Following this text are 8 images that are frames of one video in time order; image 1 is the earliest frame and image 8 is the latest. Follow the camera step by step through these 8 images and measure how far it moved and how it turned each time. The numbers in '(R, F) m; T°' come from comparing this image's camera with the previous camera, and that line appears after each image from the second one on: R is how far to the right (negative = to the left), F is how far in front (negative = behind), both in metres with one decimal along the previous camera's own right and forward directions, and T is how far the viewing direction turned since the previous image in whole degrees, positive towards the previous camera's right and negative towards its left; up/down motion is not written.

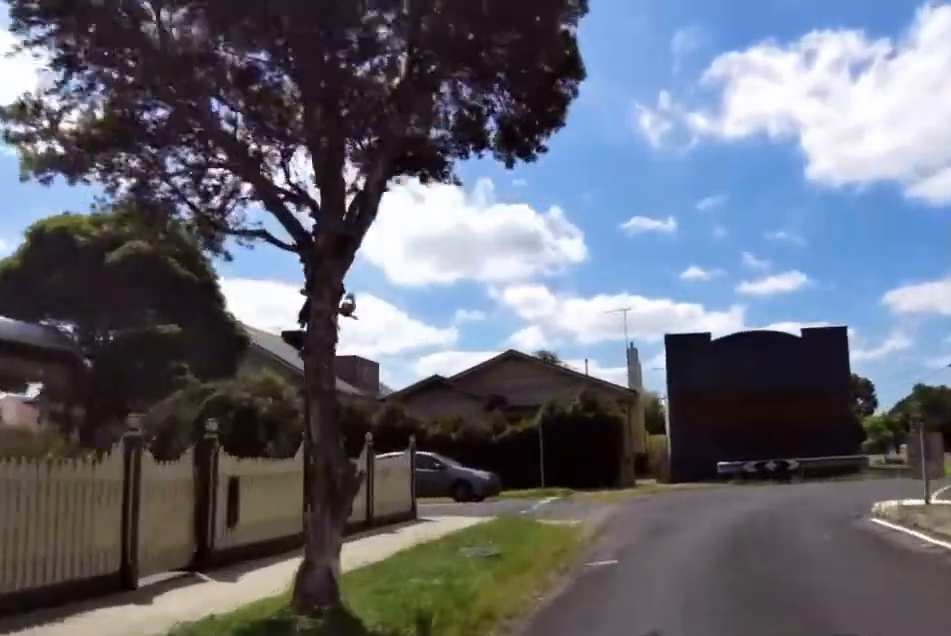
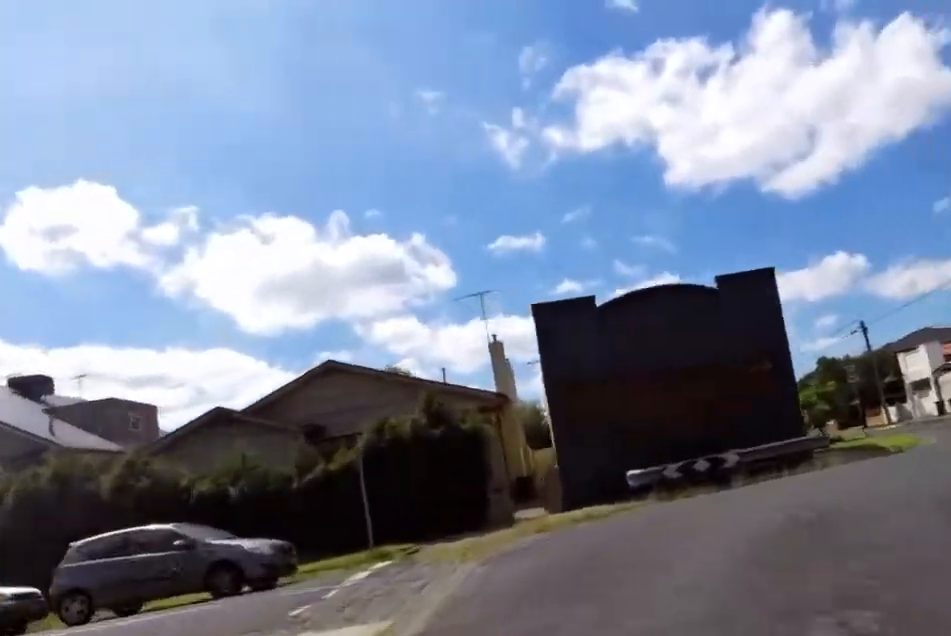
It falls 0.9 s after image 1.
(-0.4, +6.4) m; +10°
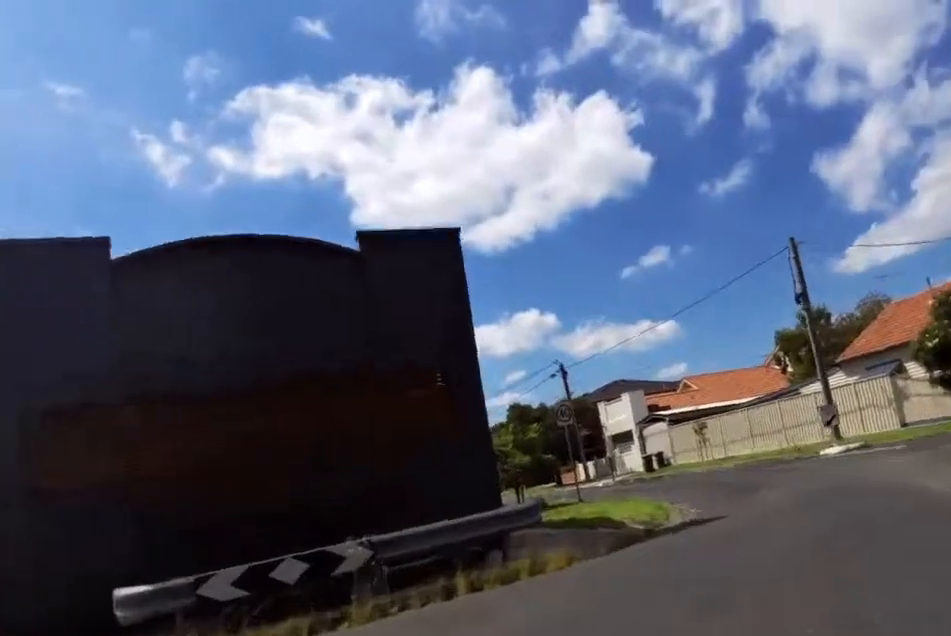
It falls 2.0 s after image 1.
(+1.8, +7.5) m; +15°
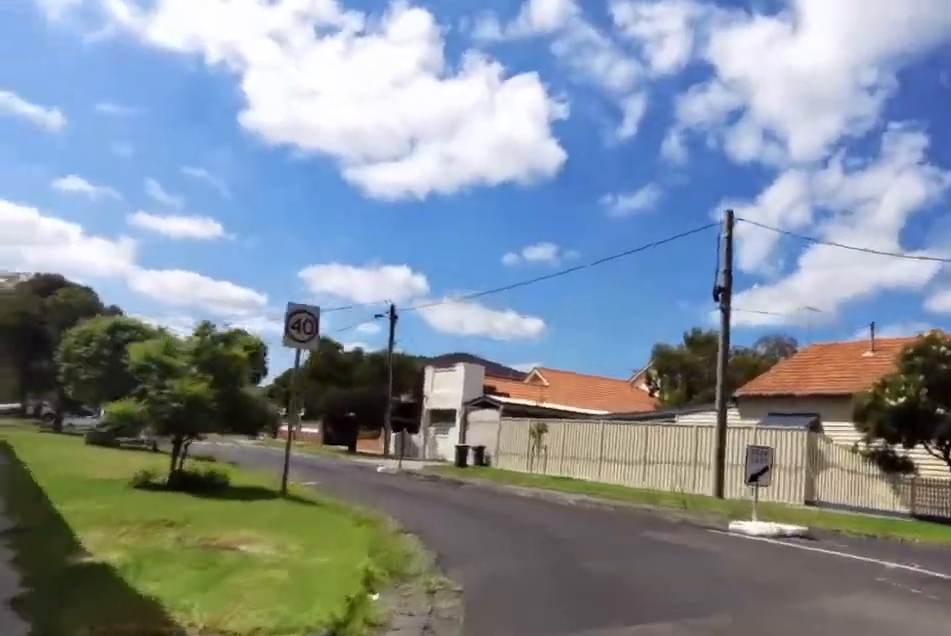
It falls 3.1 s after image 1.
(+0.4, +8.7) m; +3°
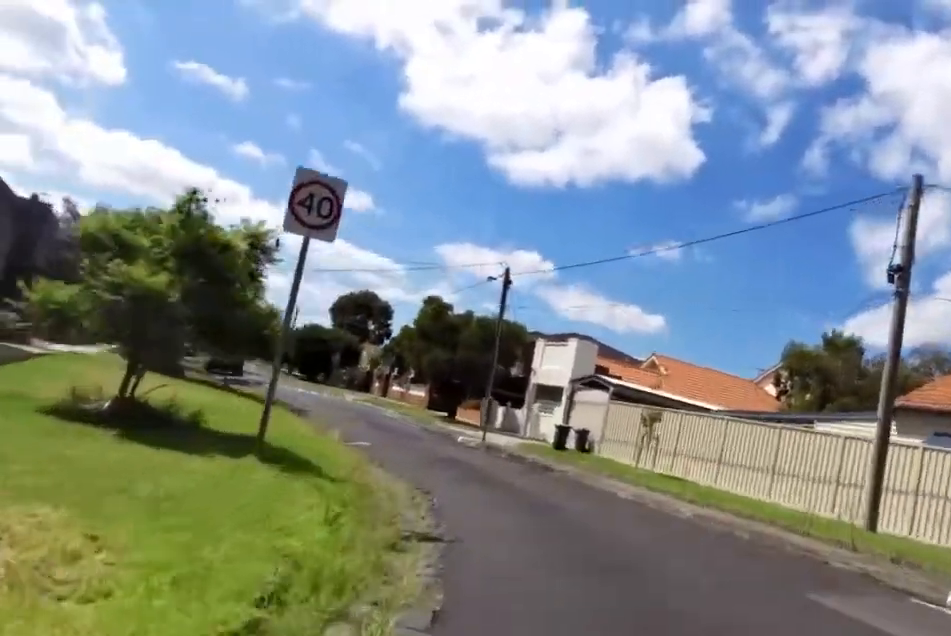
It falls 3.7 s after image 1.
(+0.6, +3.9) m; -3°
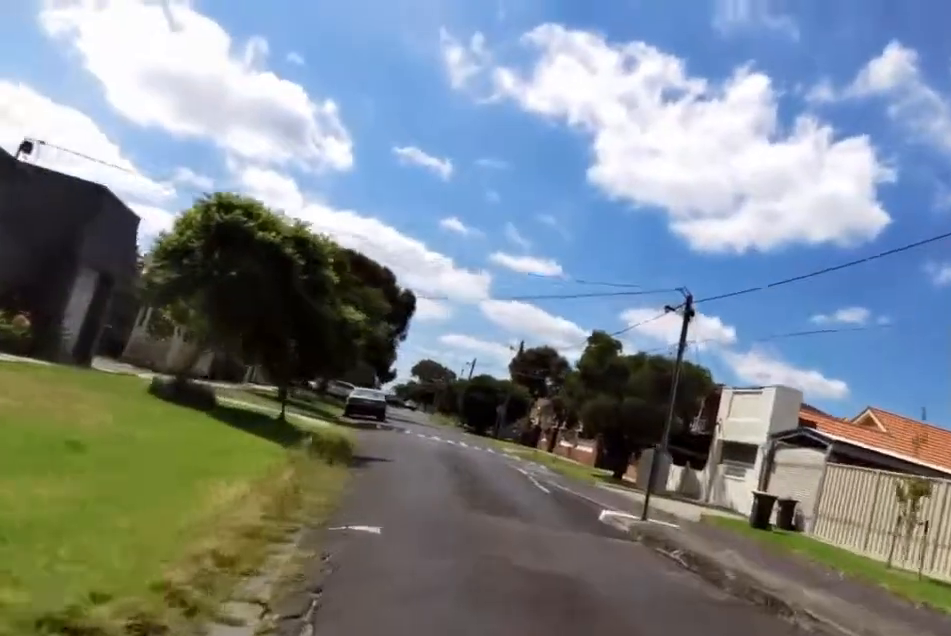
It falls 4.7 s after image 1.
(-1.3, +8.0) m; -21°
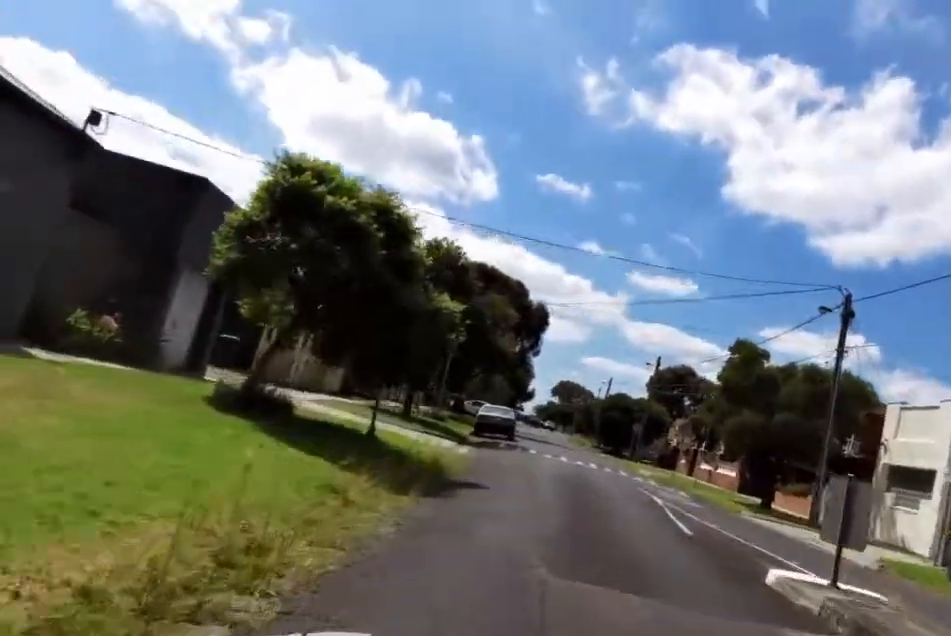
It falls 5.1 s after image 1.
(-0.4, +3.1) m; -4°
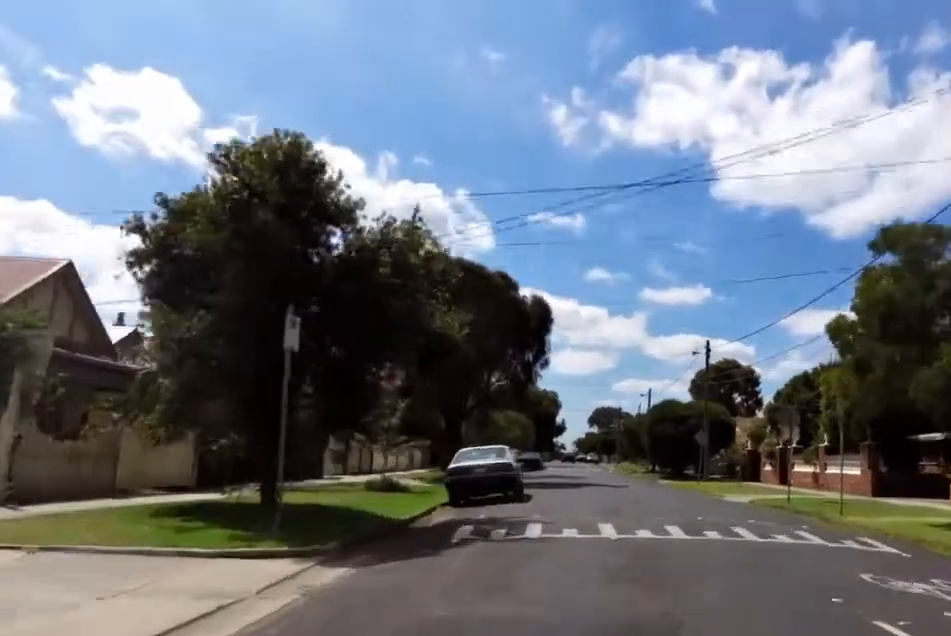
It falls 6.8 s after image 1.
(-1.0, +14.3) m; -7°
